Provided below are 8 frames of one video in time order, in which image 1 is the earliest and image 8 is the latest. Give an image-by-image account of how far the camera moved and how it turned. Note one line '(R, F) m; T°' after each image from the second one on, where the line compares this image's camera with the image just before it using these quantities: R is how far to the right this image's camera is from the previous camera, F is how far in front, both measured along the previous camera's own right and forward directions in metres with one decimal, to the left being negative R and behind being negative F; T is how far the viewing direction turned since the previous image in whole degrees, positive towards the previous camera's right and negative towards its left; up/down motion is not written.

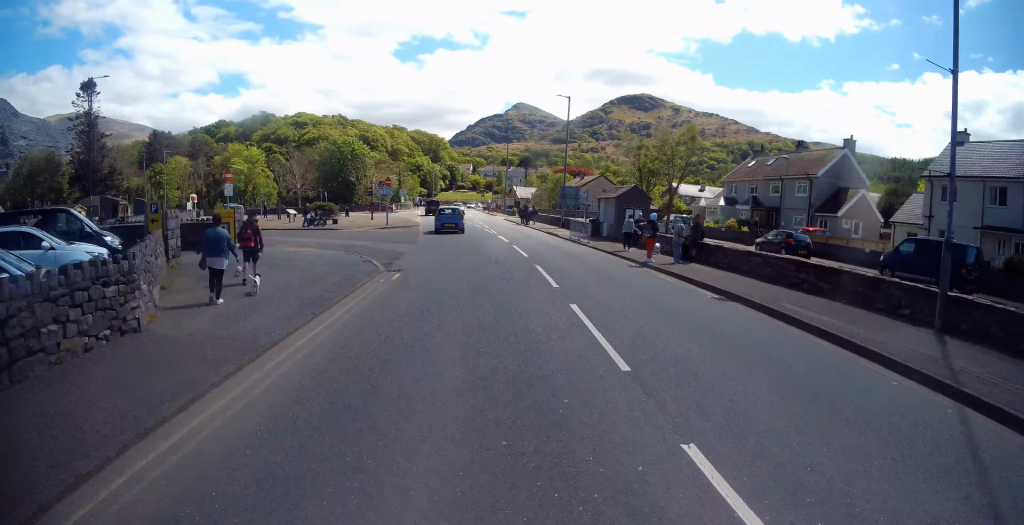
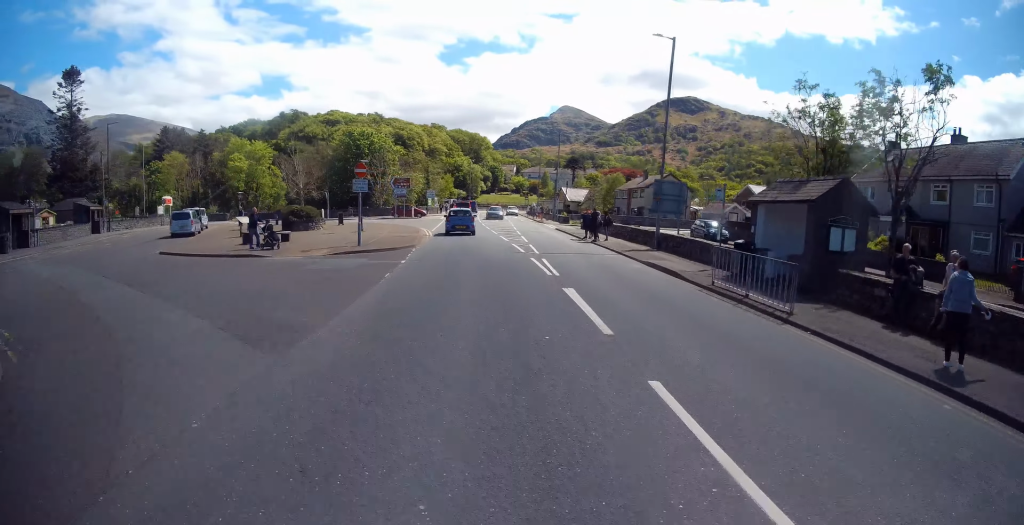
(-0.5, +16.5) m; -5°
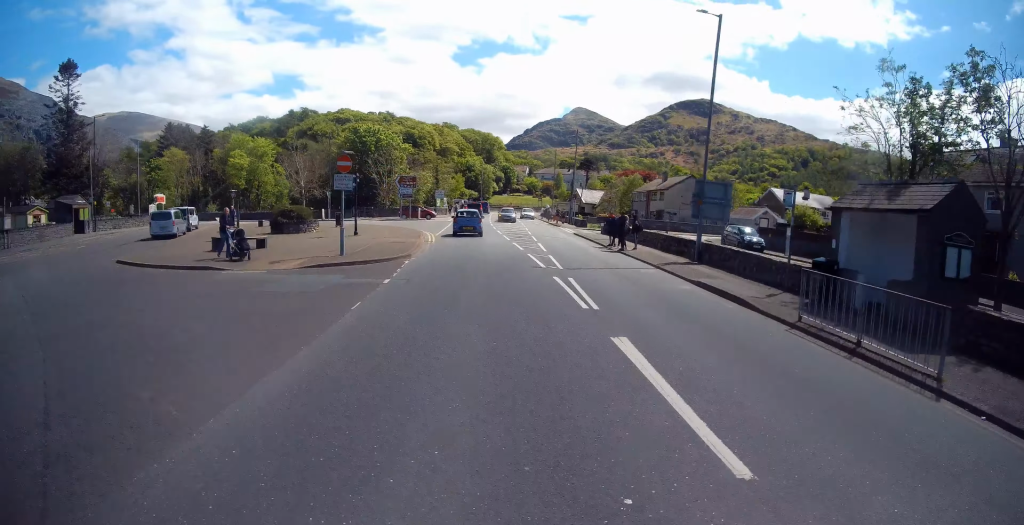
(-0.1, +4.0) m; -2°
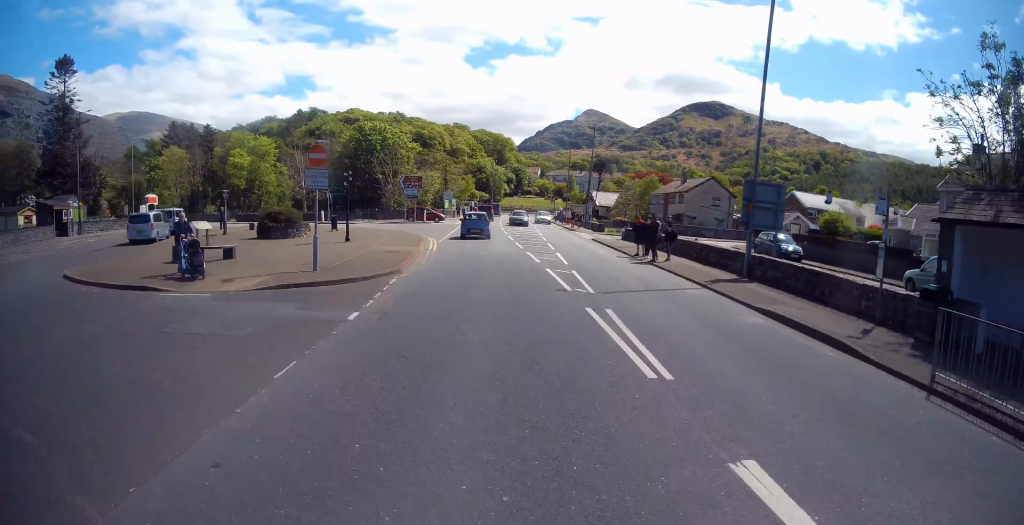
(0.0, +3.7) m; -2°
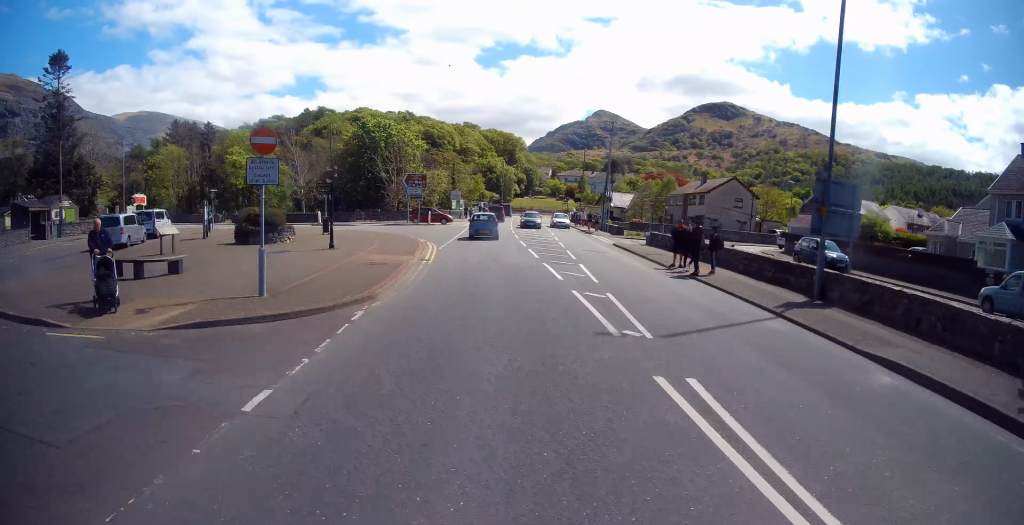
(-0.1, +3.9) m; -1°
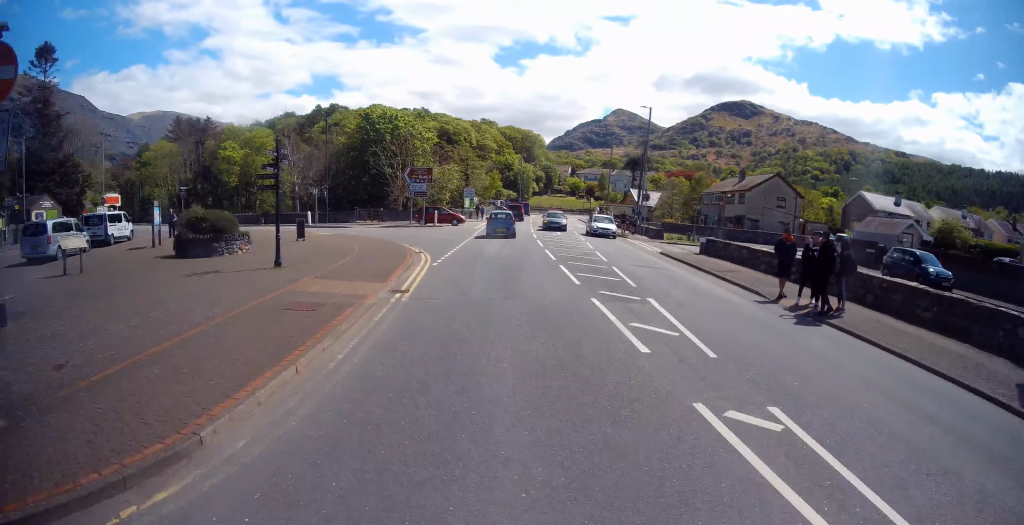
(-0.2, +6.9) m; -2°
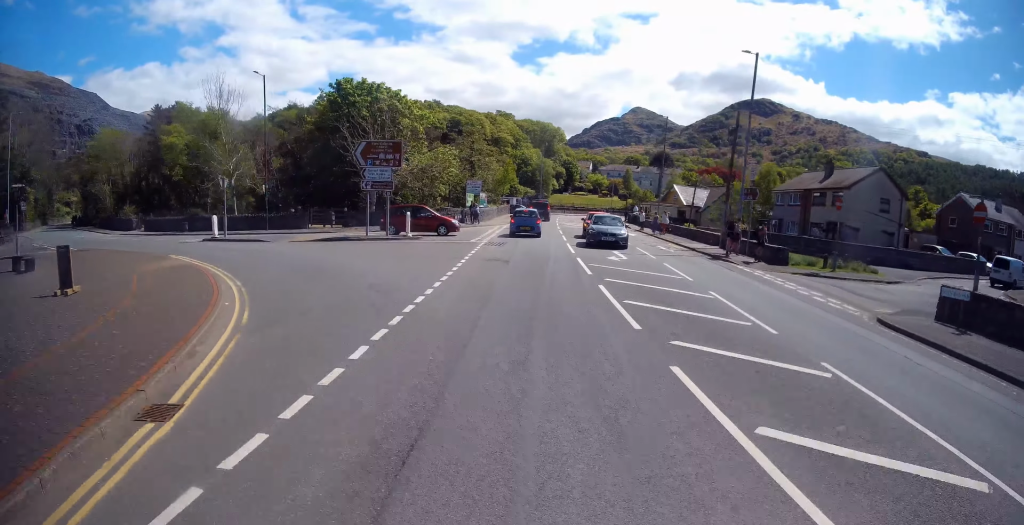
(0.0, +16.1) m; -1°
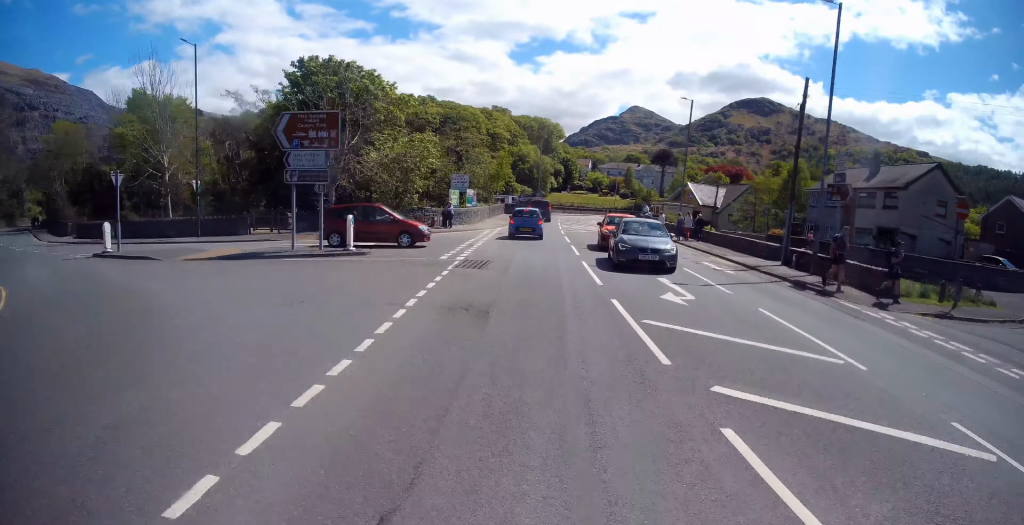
(-0.2, +8.1) m; 0°
